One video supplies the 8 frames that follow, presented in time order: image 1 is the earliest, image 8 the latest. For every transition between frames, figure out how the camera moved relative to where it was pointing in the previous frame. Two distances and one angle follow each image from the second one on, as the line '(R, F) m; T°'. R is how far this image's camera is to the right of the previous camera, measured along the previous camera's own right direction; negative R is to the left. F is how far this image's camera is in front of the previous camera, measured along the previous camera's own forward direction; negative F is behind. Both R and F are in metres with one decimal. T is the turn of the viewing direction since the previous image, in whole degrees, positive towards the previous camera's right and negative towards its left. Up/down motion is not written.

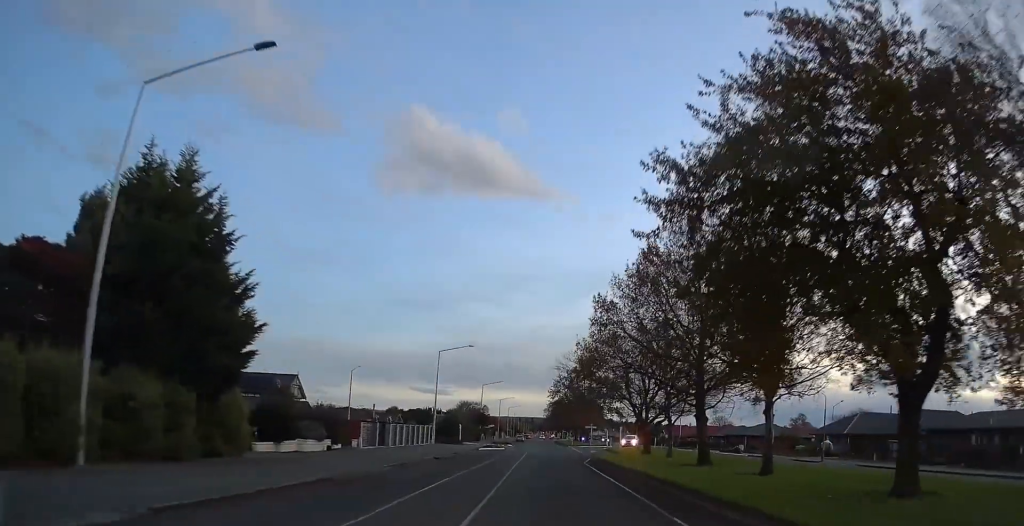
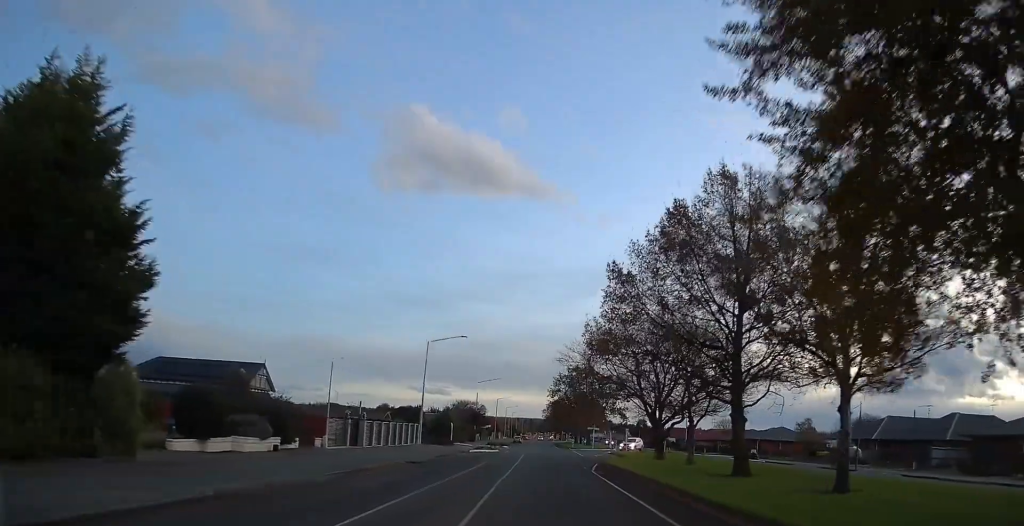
(+0.4, +7.1) m; -2°
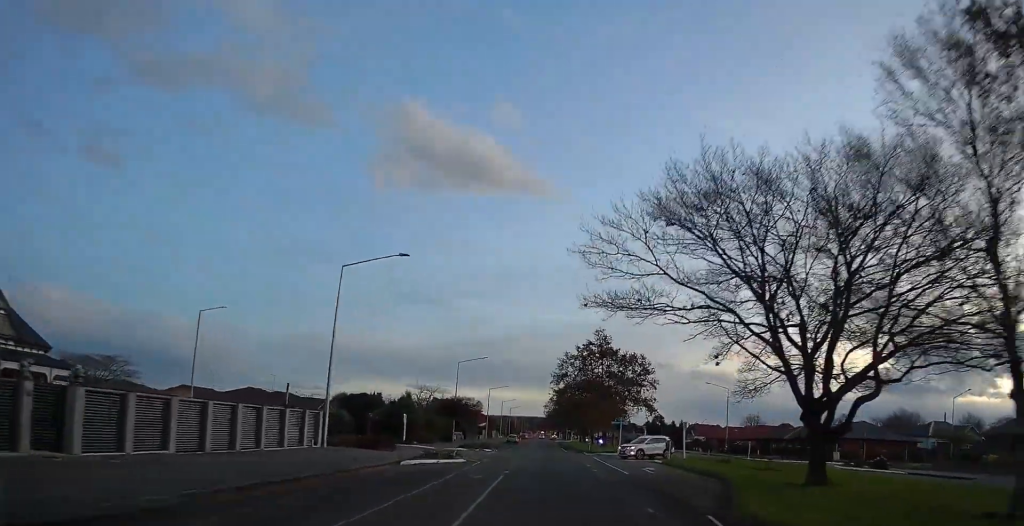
(+0.1, +28.7) m; +5°
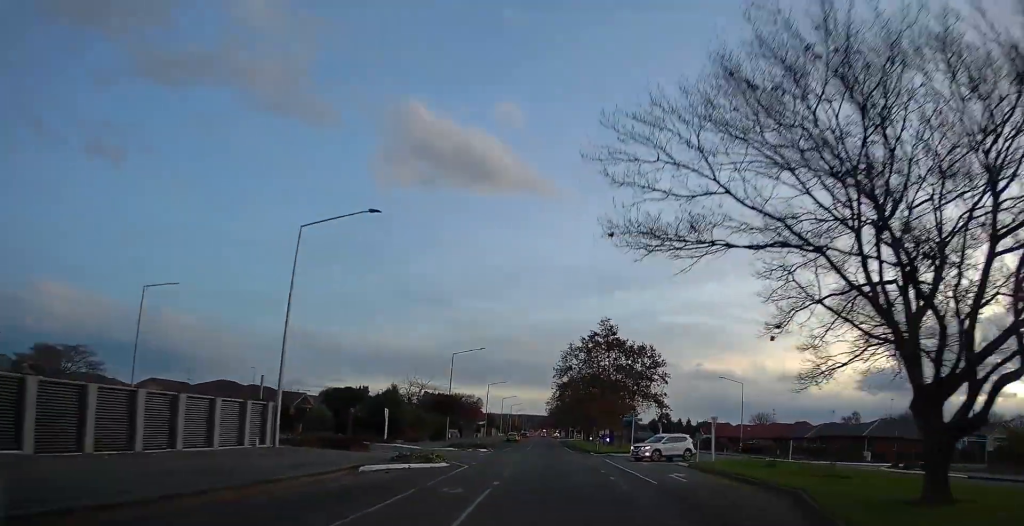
(0.0, +7.1) m; -1°
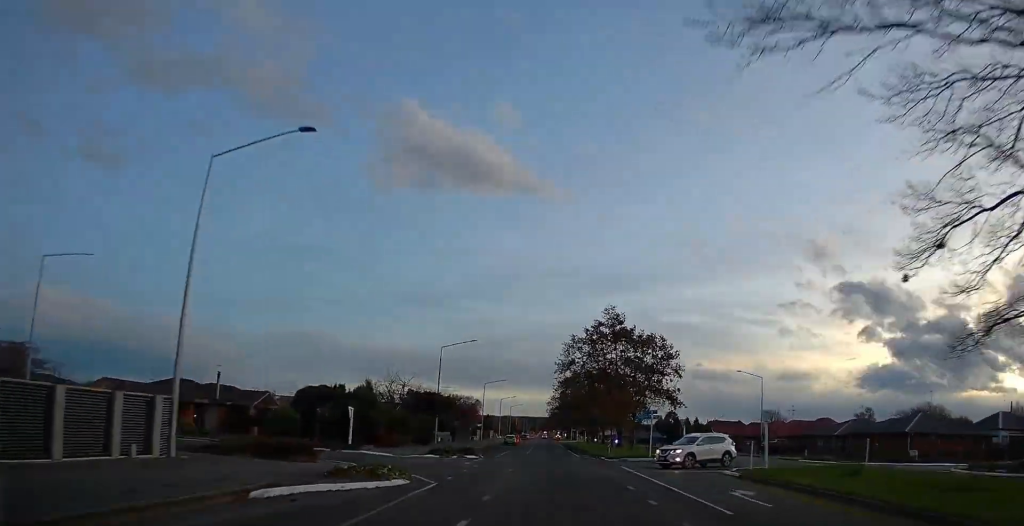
(0.0, +9.0) m; 0°
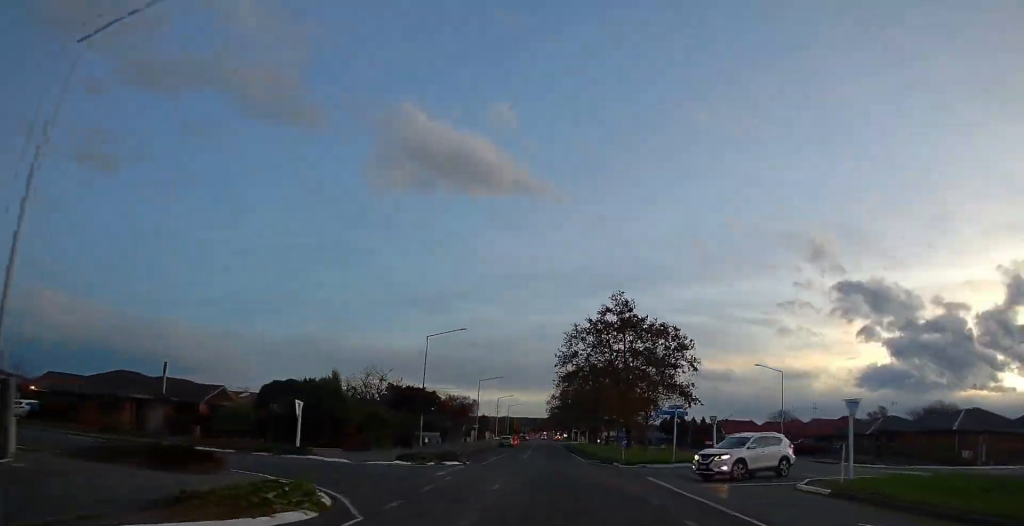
(-0.2, +8.3) m; 0°
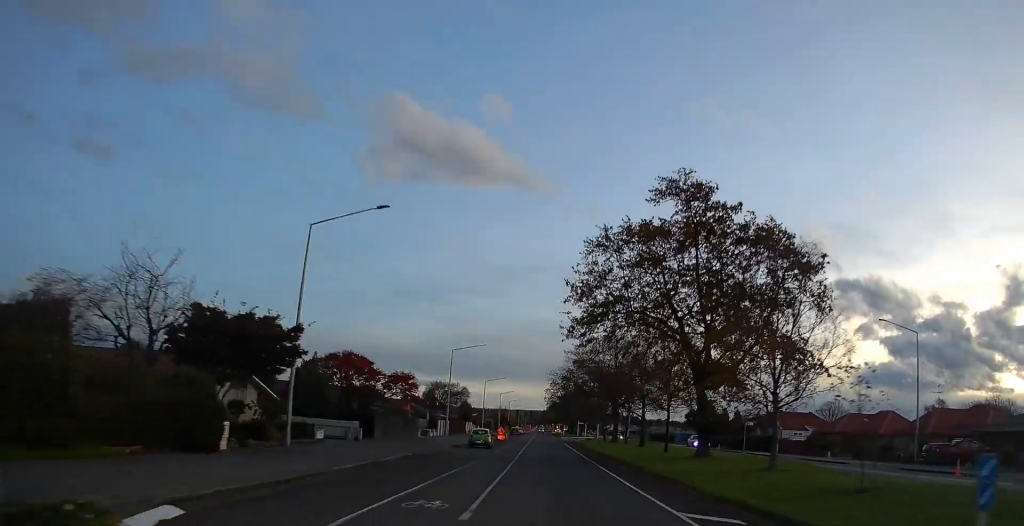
(-0.1, +32.5) m; 0°
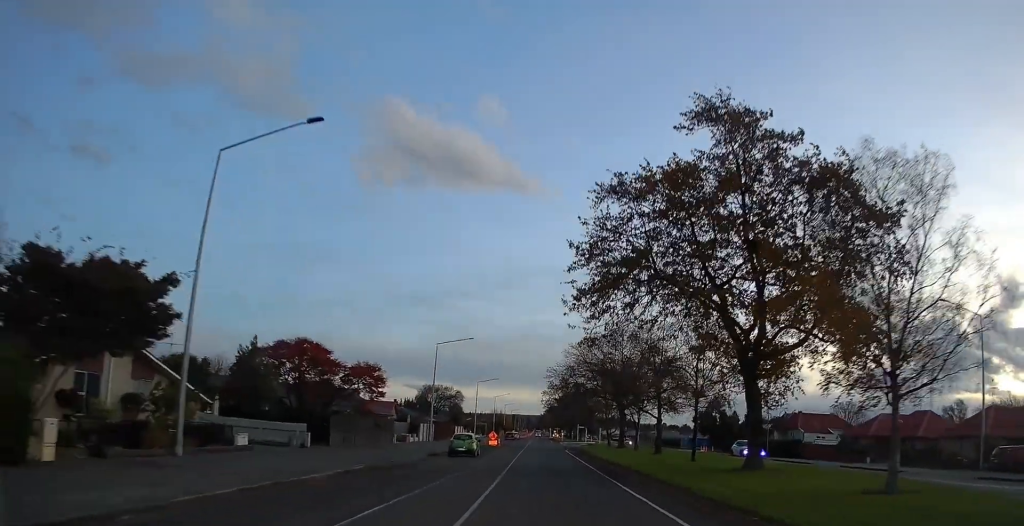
(+0.2, +9.4) m; +1°
